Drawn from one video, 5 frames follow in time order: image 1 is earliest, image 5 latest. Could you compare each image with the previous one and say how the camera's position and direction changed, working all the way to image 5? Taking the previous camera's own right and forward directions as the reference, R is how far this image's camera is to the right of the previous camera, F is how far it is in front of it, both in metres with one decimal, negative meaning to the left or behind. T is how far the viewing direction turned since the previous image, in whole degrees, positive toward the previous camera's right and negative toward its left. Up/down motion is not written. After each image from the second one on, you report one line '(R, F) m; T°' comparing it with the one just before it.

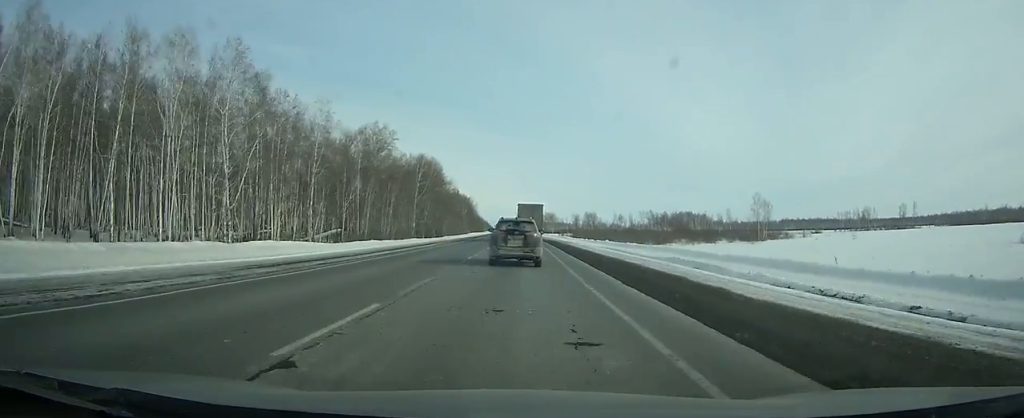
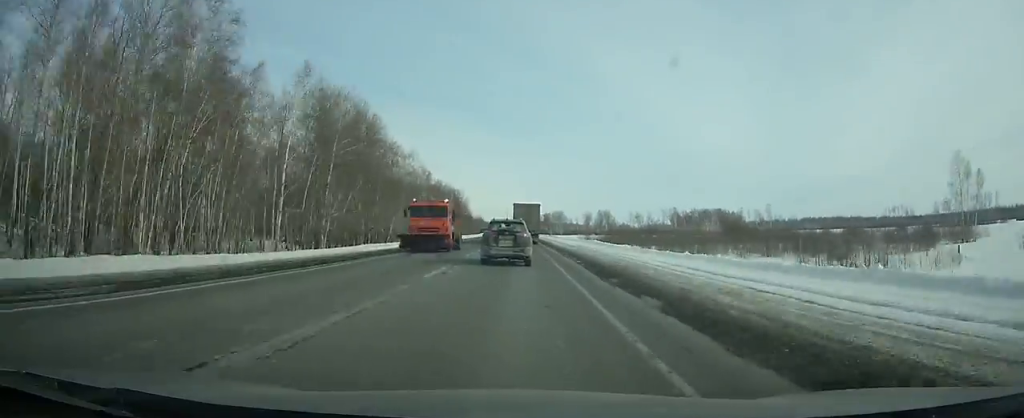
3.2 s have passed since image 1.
(-0.3, +71.2) m; -1°
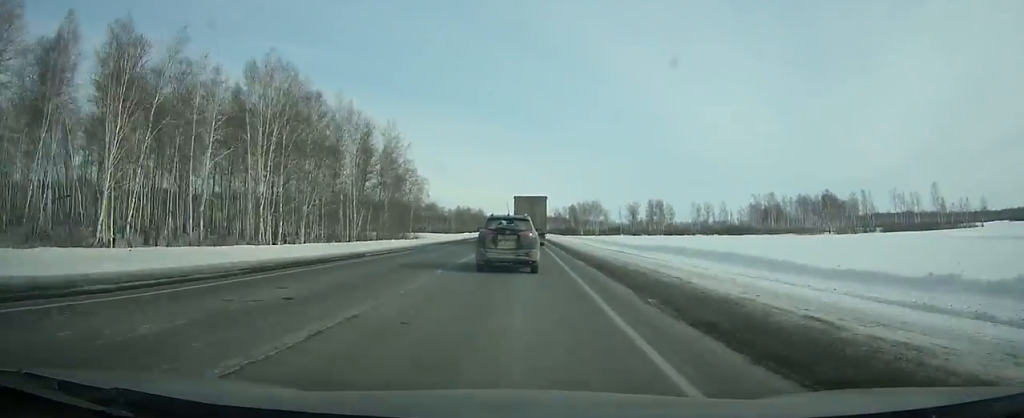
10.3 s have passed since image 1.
(-2.3, +158.3) m; -1°
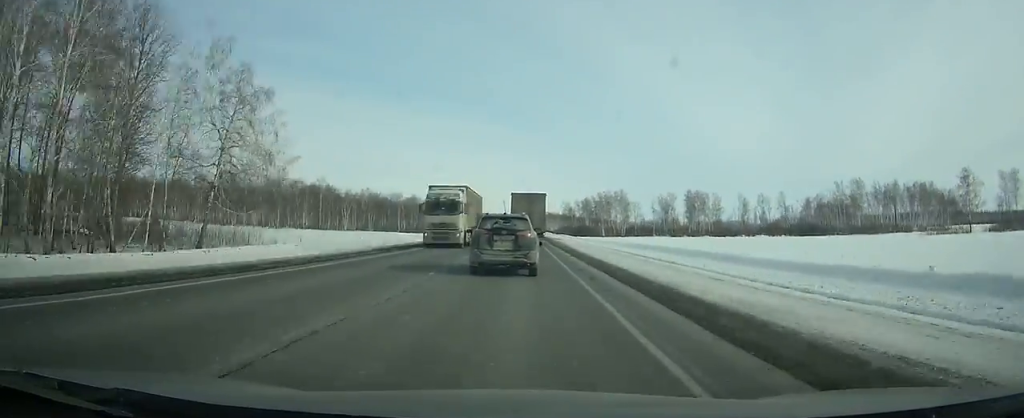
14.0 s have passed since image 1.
(-0.6, +81.0) m; -1°
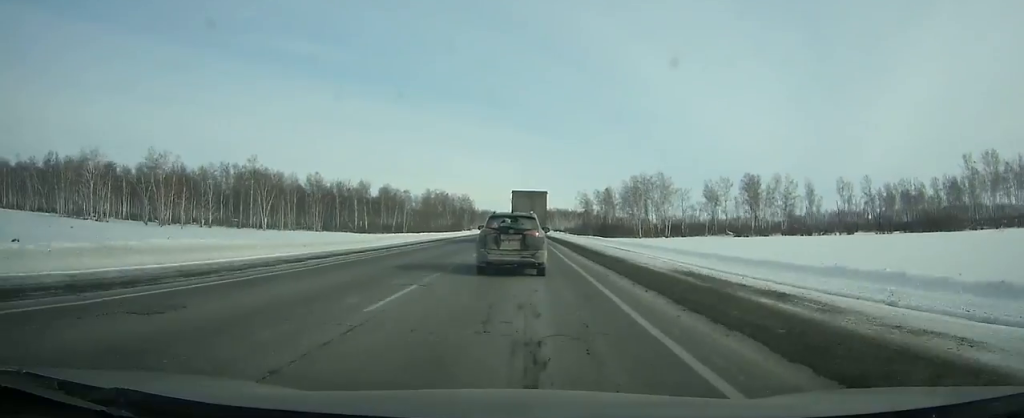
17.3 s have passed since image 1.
(-0.2, +71.2) m; 0°
